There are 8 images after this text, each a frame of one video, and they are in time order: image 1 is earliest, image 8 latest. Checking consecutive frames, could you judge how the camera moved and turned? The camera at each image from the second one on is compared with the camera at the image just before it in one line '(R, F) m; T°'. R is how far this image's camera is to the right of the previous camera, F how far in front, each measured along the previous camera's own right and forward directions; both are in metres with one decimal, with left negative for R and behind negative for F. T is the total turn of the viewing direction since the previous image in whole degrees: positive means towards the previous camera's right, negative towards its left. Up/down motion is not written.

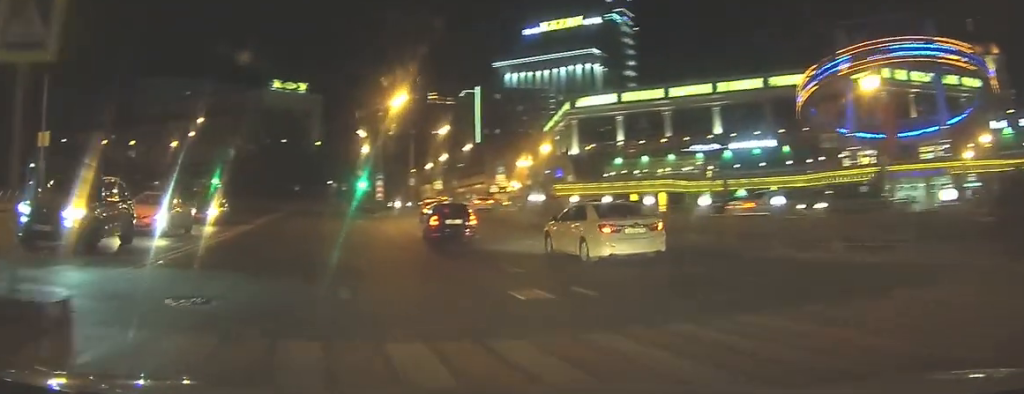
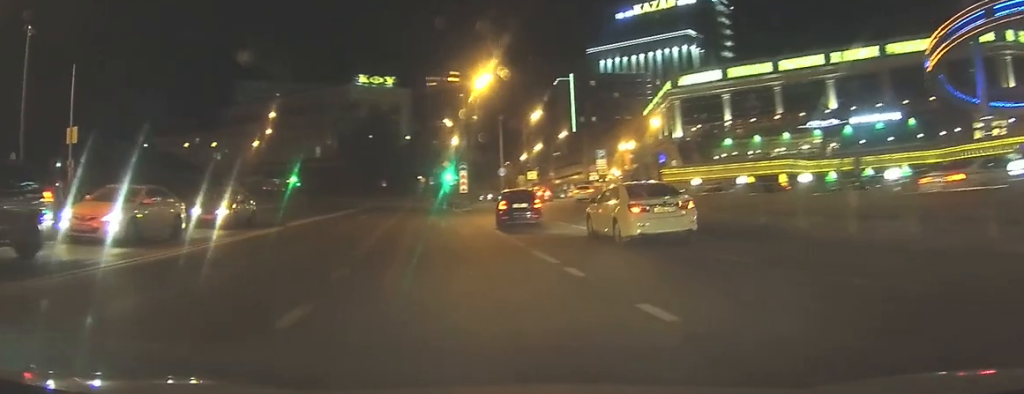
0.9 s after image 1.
(-0.8, +6.7) m; -10°
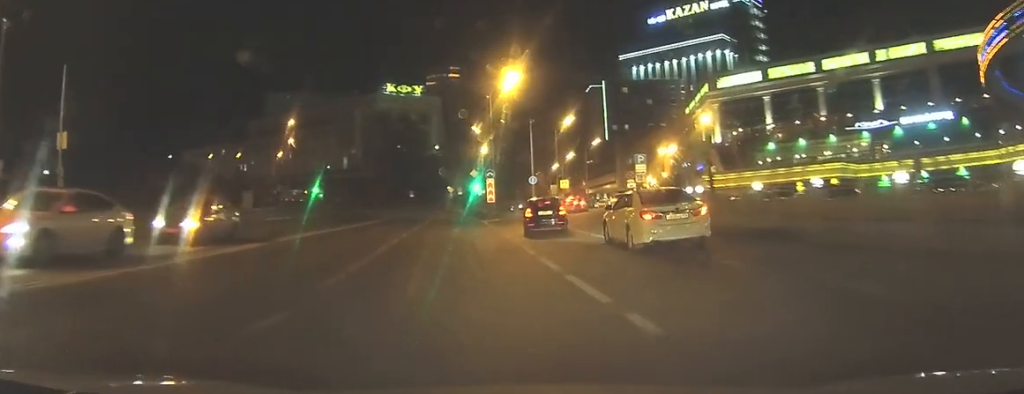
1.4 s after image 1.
(-0.1, +3.5) m; -4°
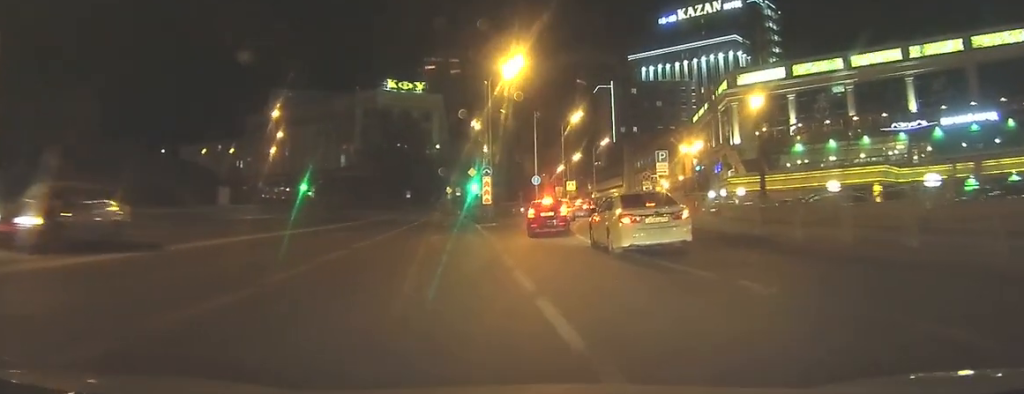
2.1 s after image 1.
(-0.2, +5.1) m; -4°
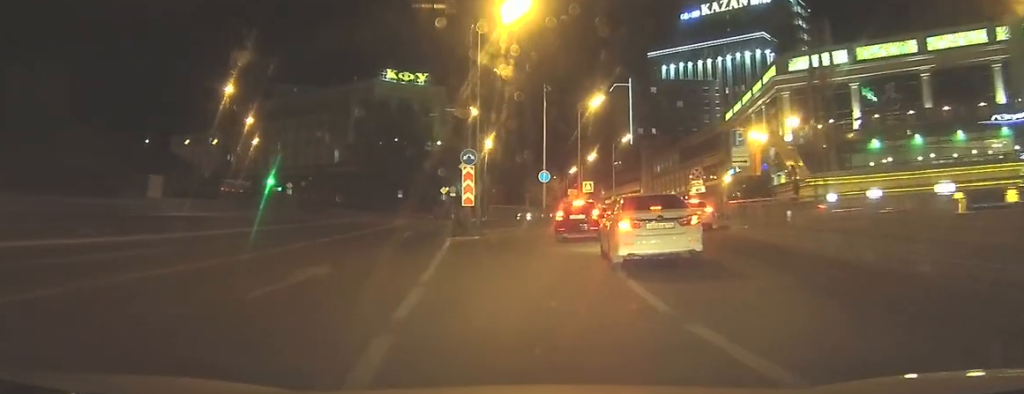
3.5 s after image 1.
(-0.5, +10.4) m; -4°
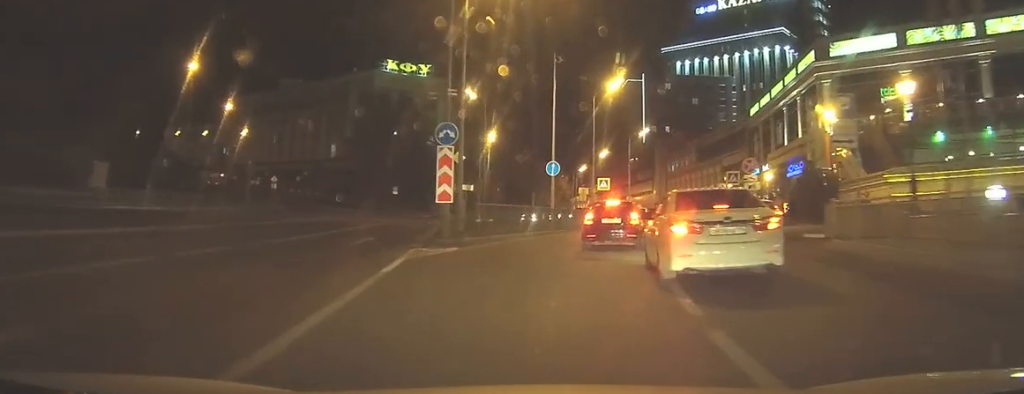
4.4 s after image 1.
(-0.1, +7.0) m; -1°
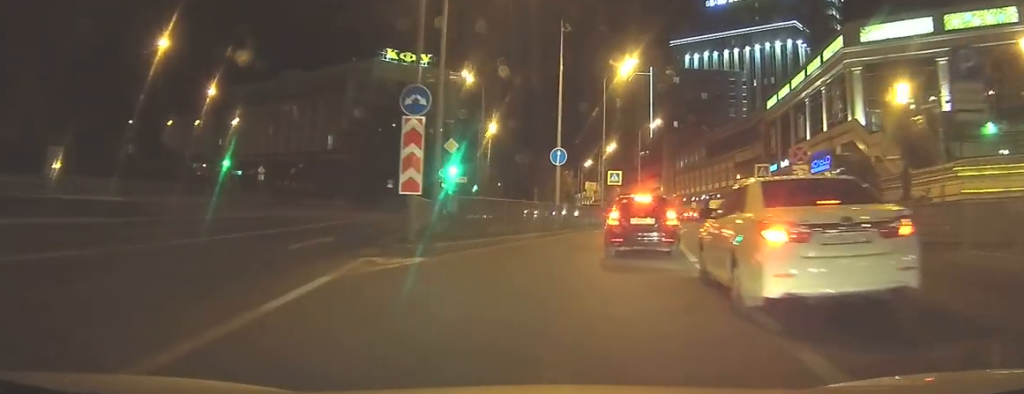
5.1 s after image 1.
(0.0, +5.6) m; 0°
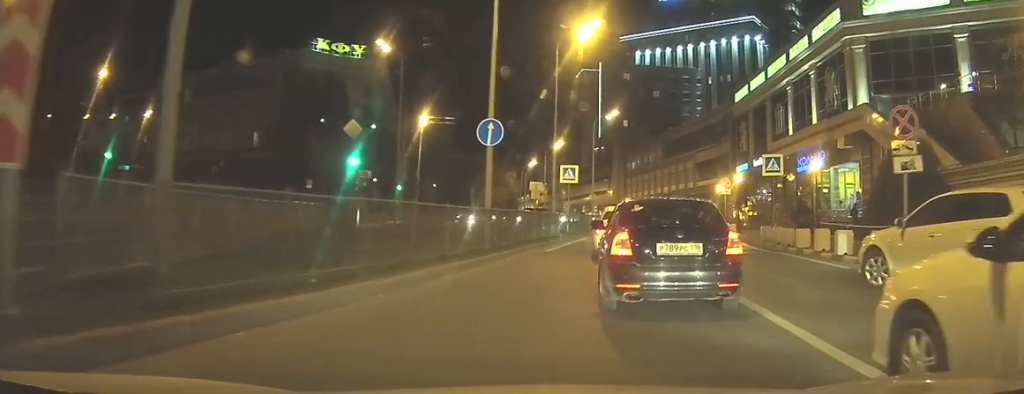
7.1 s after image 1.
(+1.2, +17.1) m; +6°
